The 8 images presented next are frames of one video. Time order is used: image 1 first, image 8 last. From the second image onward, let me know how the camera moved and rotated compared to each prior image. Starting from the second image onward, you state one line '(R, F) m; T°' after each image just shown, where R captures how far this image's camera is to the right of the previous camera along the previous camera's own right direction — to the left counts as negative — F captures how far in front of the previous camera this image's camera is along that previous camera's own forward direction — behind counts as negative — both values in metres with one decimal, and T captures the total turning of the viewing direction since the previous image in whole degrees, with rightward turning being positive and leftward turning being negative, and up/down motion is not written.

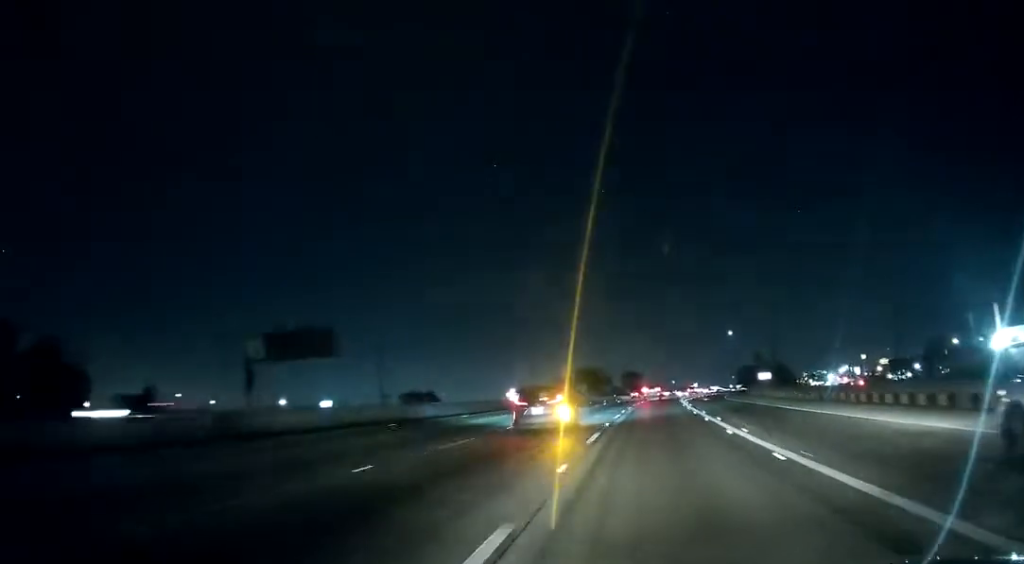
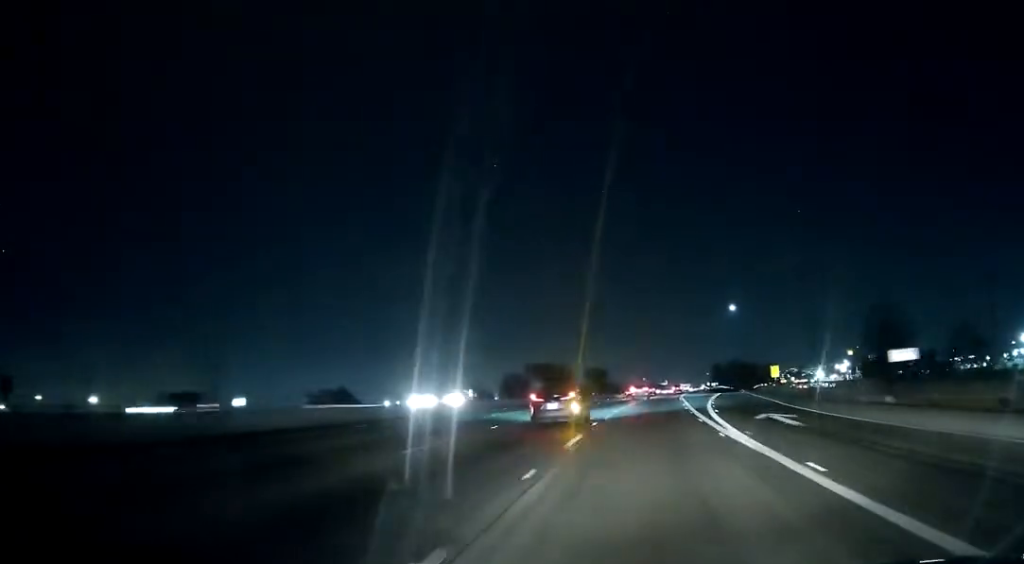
(+1.8, +44.5) m; +4°
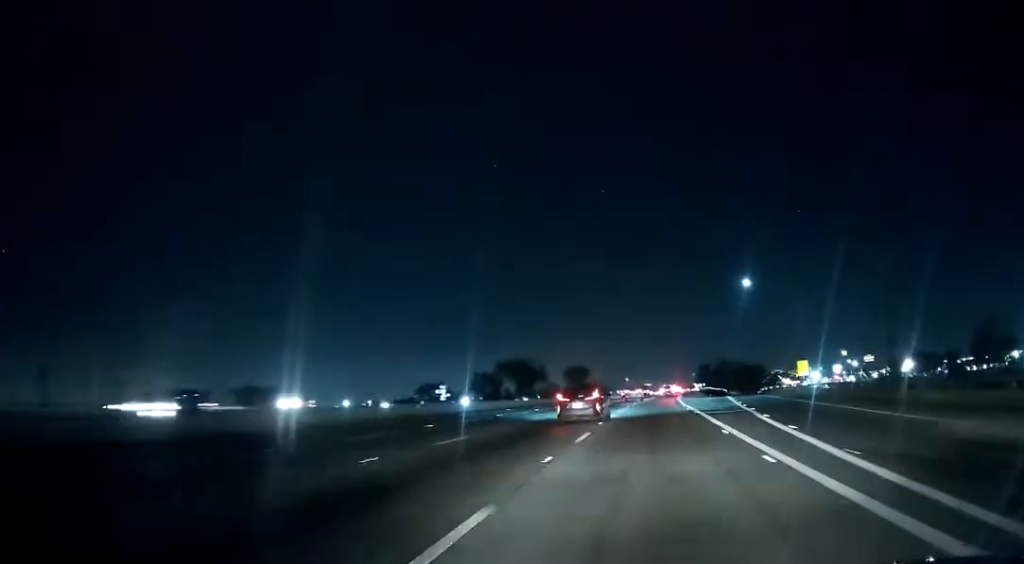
(+0.3, +27.6) m; +1°
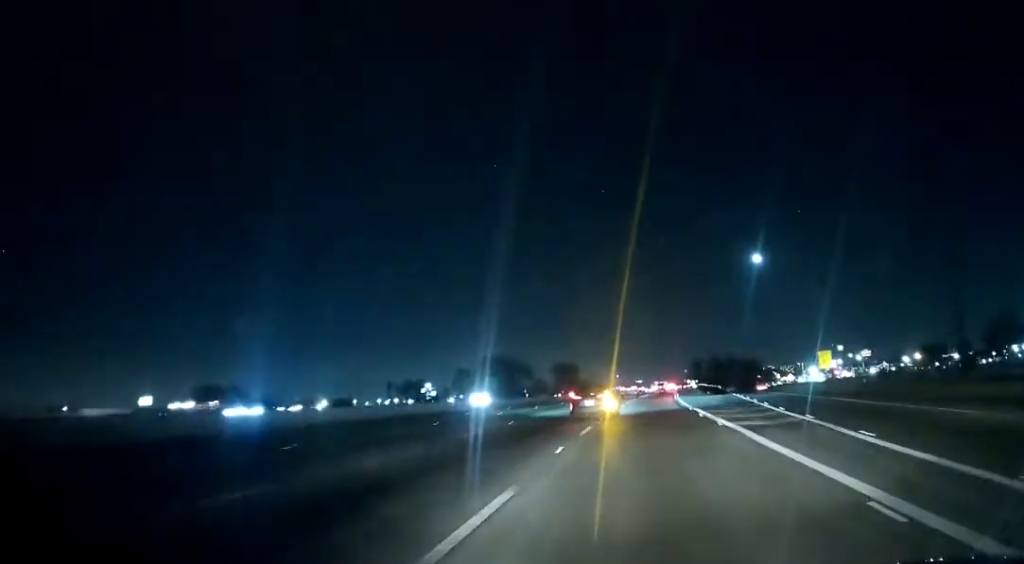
(-0.4, +12.7) m; +1°
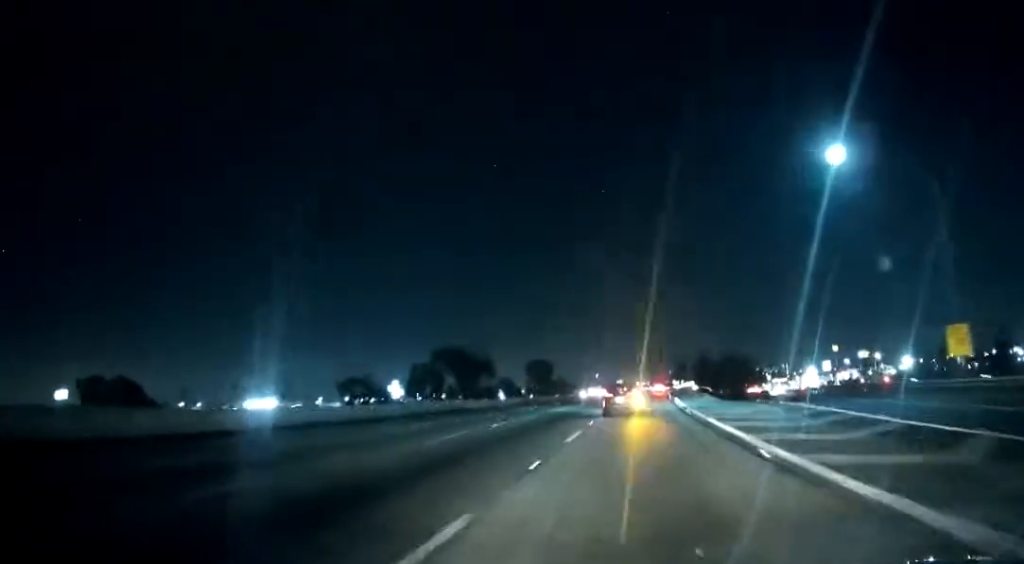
(+1.0, +31.6) m; +2°
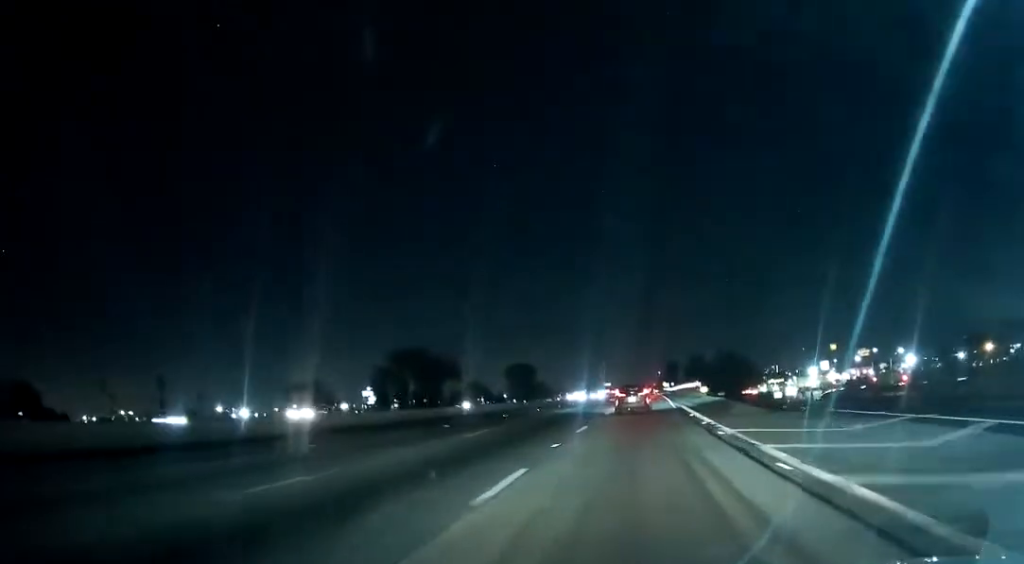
(-0.1, +24.5) m; 0°
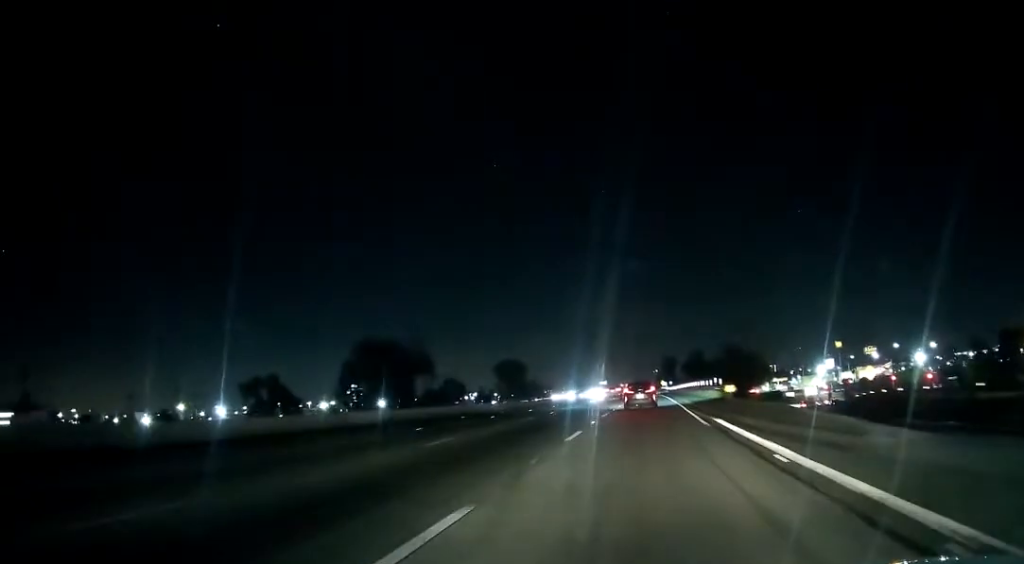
(+0.1, +19.5) m; 0°
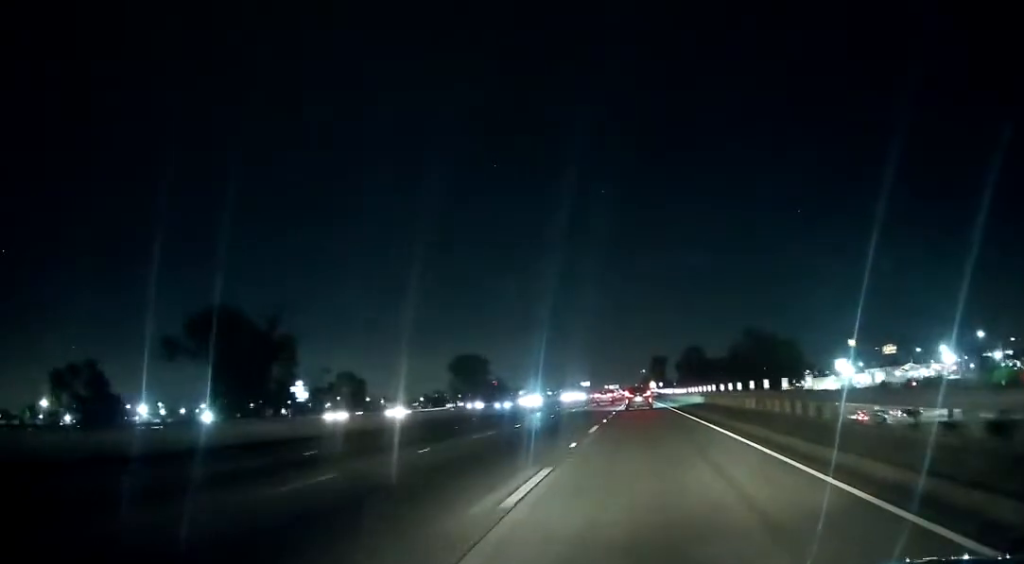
(0.0, +53.5) m; +1°
